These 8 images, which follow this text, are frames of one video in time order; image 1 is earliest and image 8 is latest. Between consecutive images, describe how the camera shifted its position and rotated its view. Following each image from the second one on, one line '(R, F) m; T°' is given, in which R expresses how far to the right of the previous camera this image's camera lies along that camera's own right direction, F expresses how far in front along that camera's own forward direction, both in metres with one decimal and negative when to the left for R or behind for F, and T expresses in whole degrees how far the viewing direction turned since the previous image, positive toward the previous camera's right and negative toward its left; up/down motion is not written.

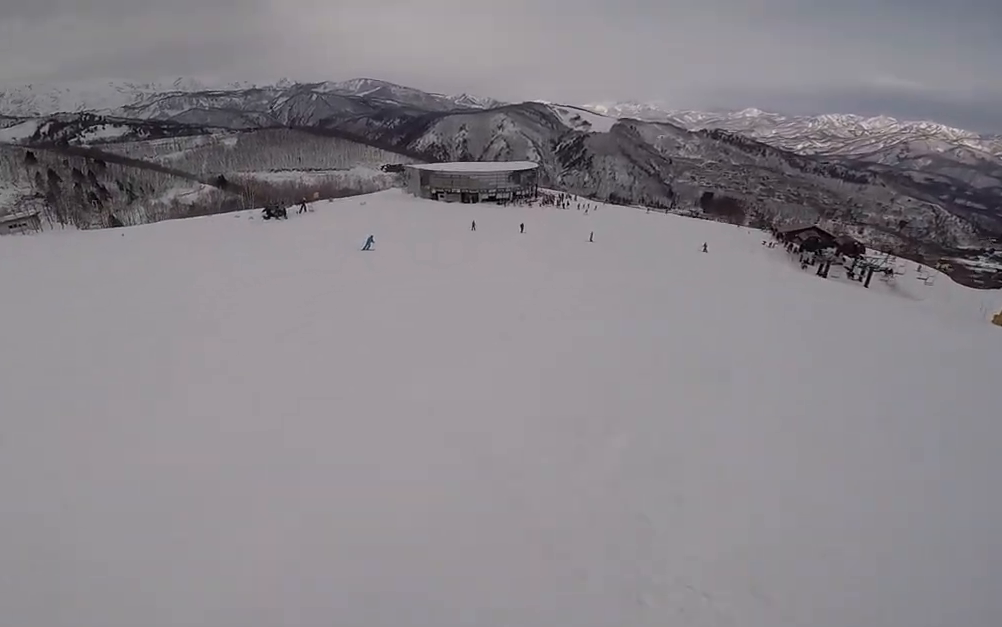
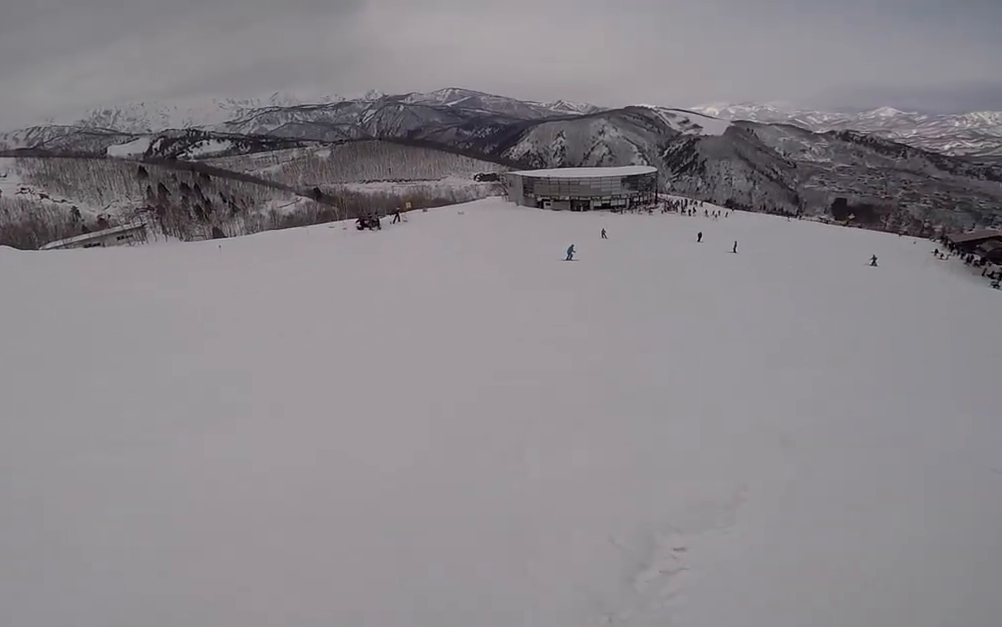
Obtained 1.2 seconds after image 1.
(-1.7, +3.8) m; -39°
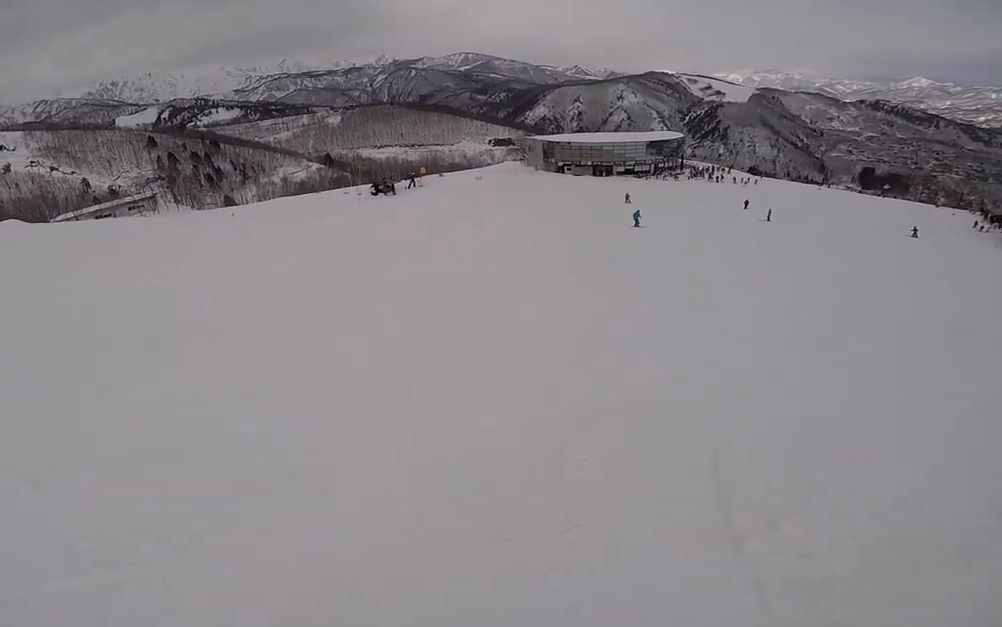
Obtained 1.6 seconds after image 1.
(-0.4, +1.6) m; -7°
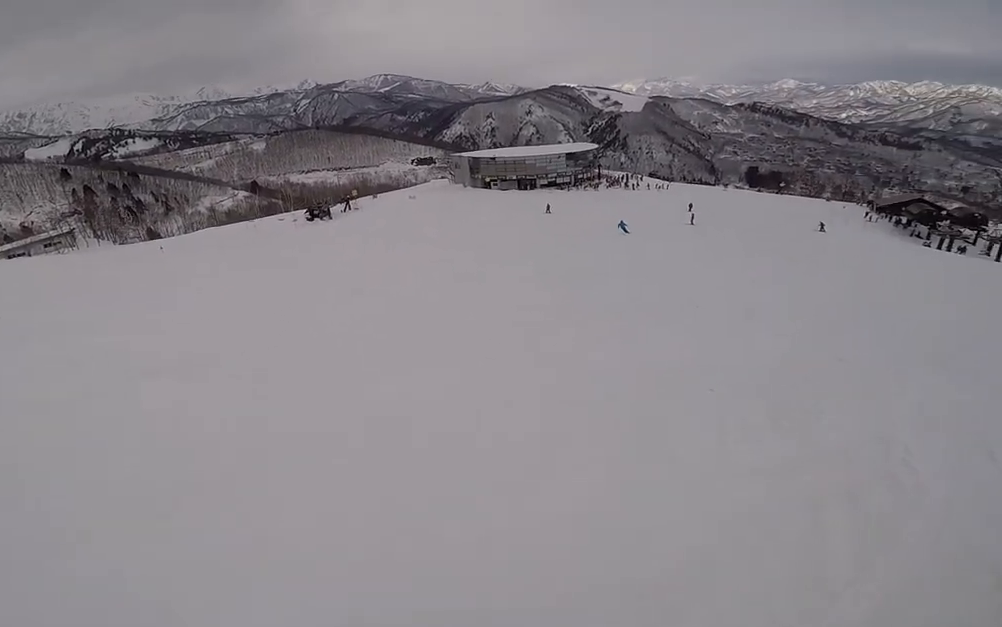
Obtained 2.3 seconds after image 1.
(-0.1, +3.0) m; +19°
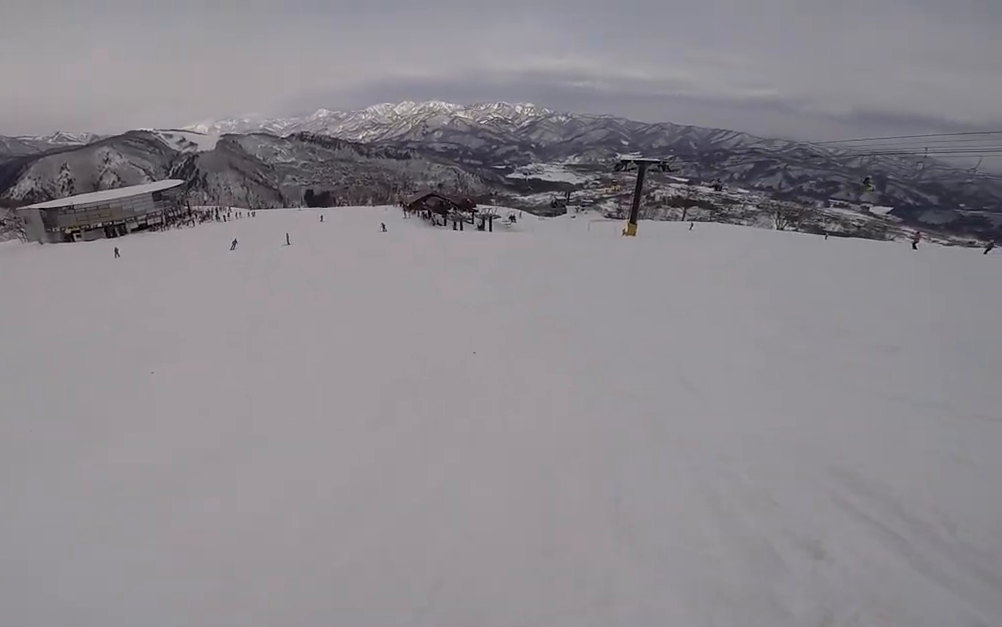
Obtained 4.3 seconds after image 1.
(+4.9, +4.8) m; +74°
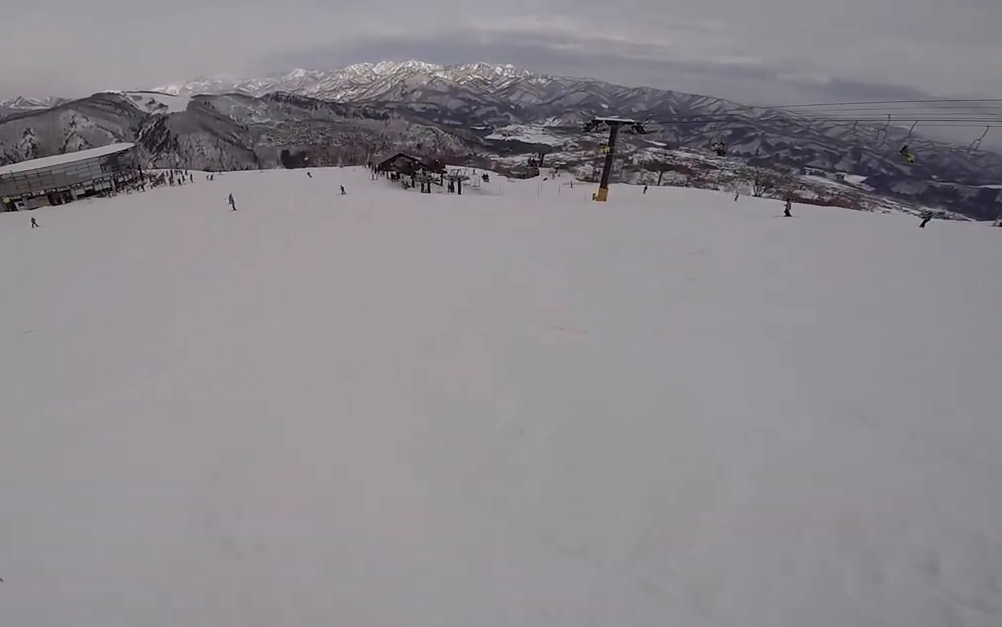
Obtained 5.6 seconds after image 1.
(+1.3, +5.3) m; +23°
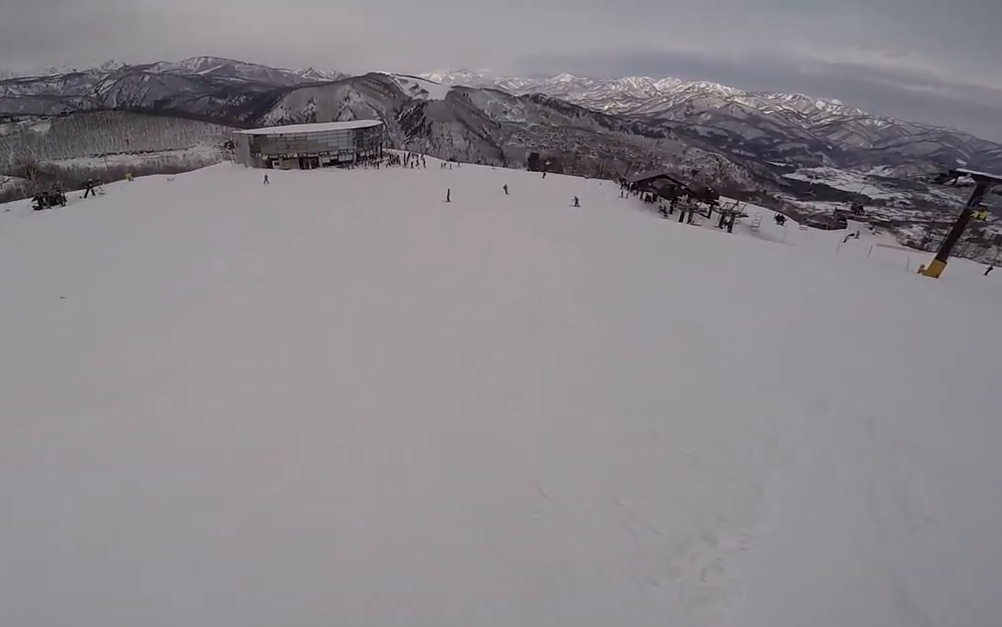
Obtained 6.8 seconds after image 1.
(+0.3, +4.7) m; -40°
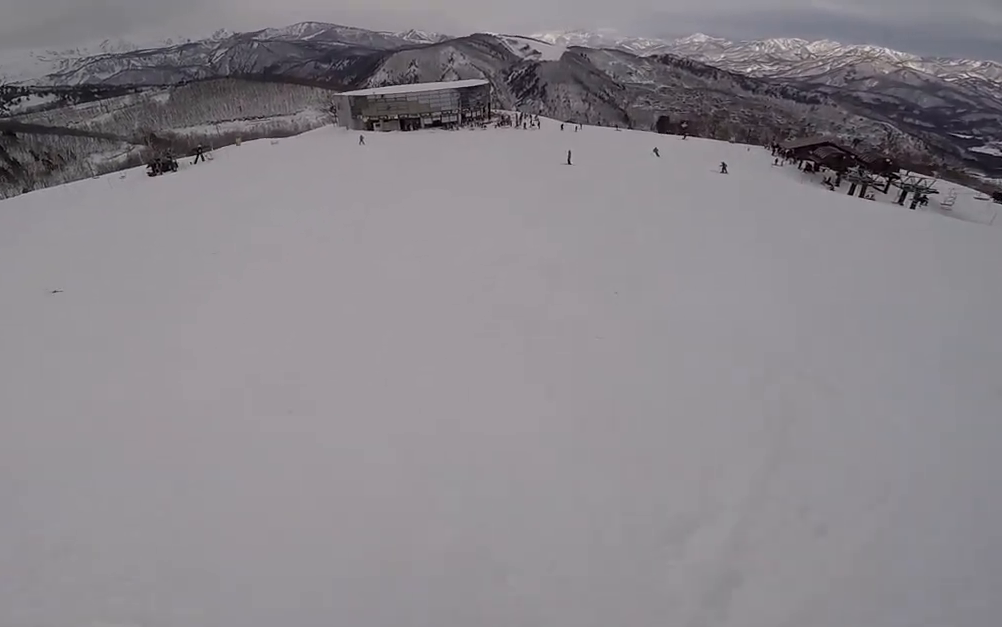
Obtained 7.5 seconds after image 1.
(-1.9, +1.9) m; -30°
